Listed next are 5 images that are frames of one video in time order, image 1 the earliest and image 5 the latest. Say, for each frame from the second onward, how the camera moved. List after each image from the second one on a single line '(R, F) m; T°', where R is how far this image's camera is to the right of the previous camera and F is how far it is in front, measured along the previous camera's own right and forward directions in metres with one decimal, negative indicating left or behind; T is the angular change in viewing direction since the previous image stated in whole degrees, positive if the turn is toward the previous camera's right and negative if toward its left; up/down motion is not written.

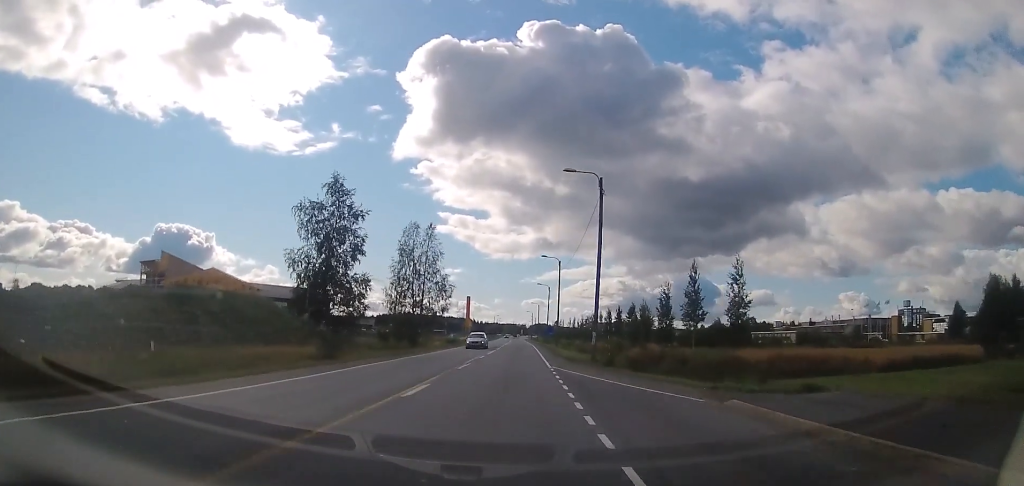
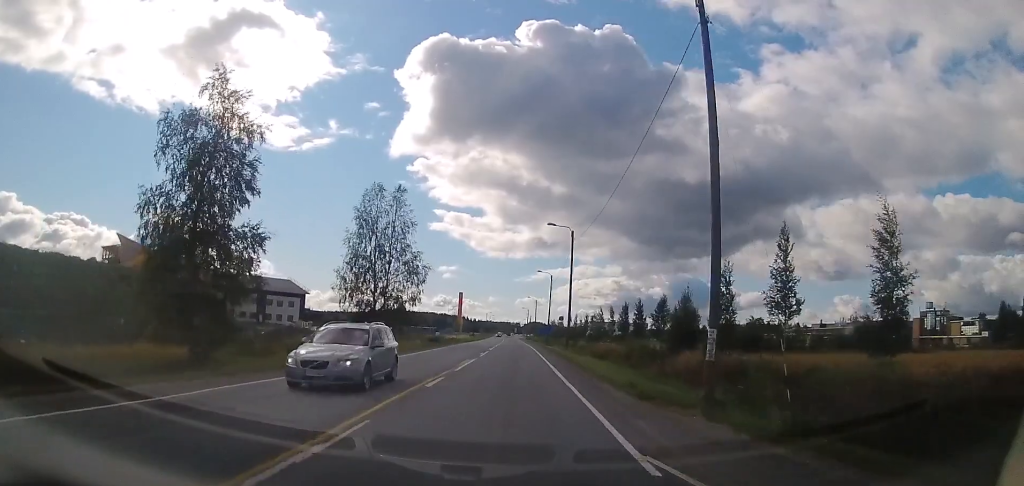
(0.0, +18.4) m; +1°
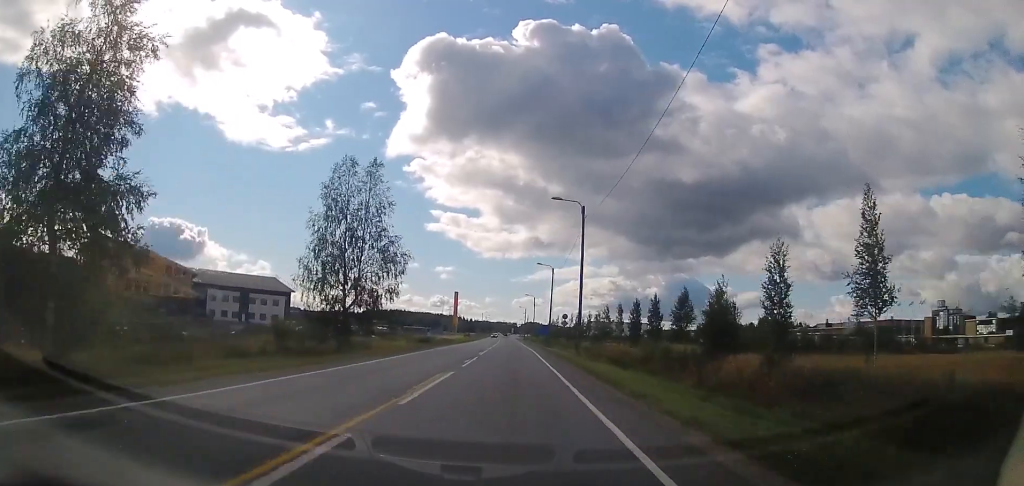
(+0.1, +9.4) m; 0°
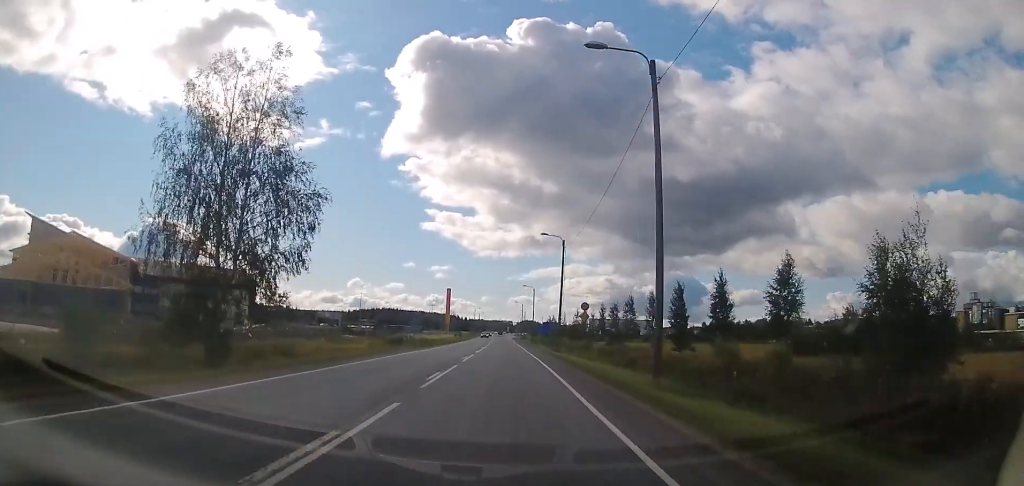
(+0.2, +21.1) m; 0°
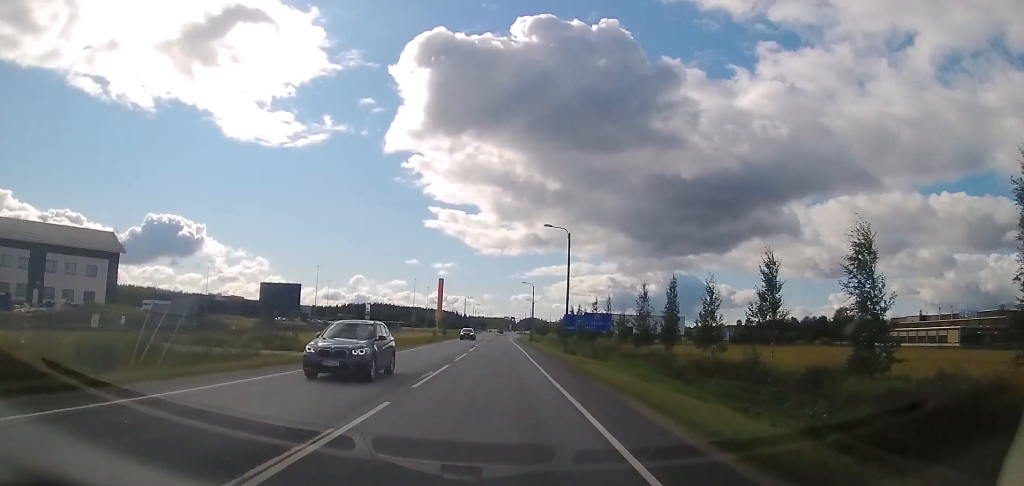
(-0.2, +58.9) m; 0°
